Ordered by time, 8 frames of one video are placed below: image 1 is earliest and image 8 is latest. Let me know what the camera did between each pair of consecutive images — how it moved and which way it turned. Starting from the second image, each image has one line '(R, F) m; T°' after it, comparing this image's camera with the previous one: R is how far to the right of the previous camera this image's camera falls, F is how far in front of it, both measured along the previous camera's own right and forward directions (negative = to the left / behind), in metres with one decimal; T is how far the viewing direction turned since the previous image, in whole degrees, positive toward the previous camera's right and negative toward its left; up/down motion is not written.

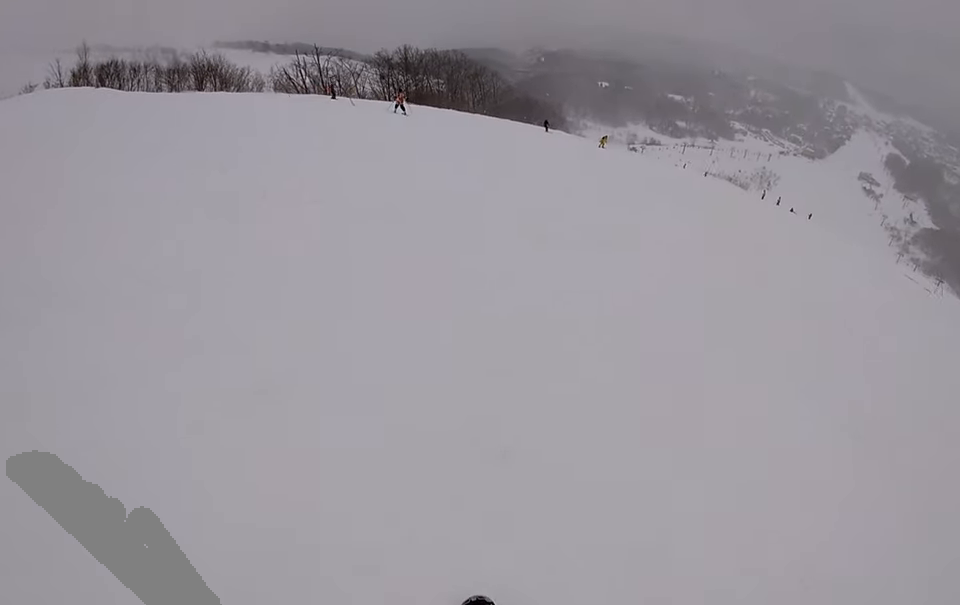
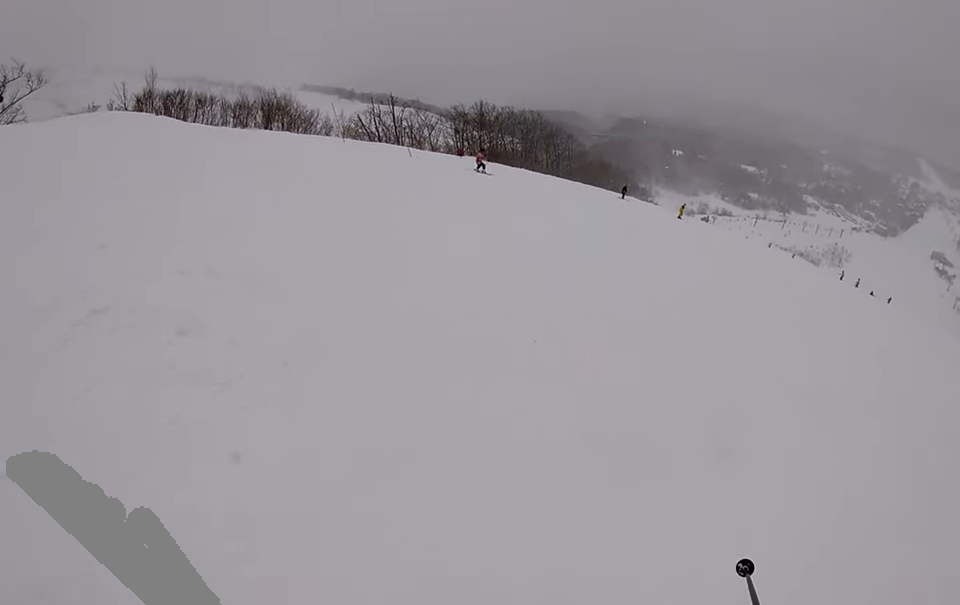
(-0.1, +2.4) m; +2°
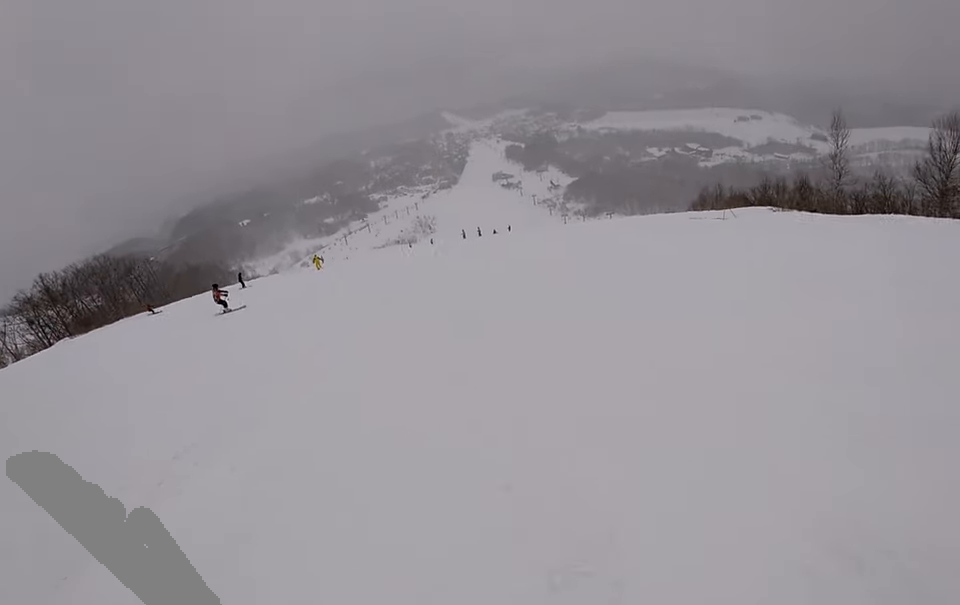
(+0.6, +5.0) m; +17°
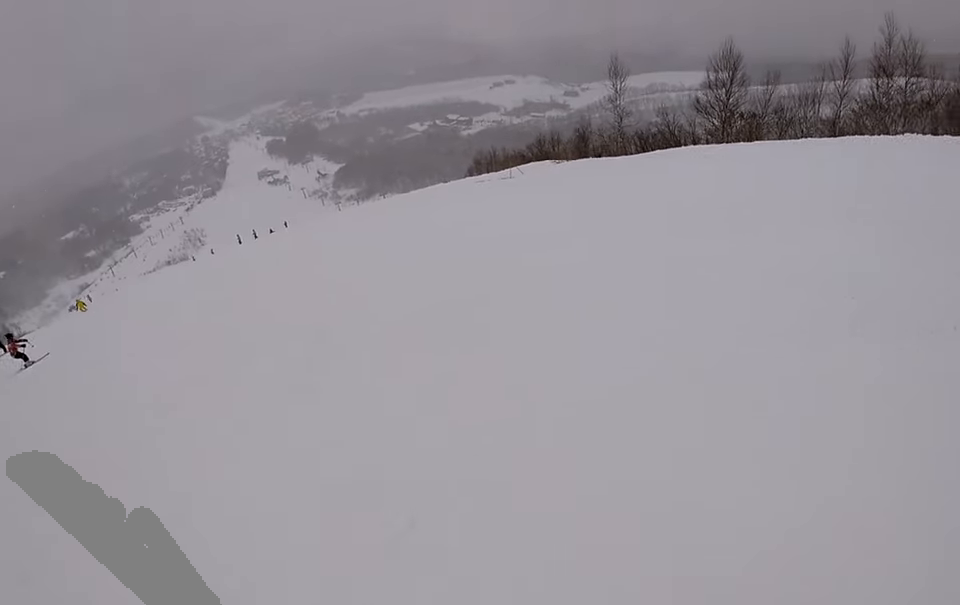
(+0.2, +1.7) m; +5°
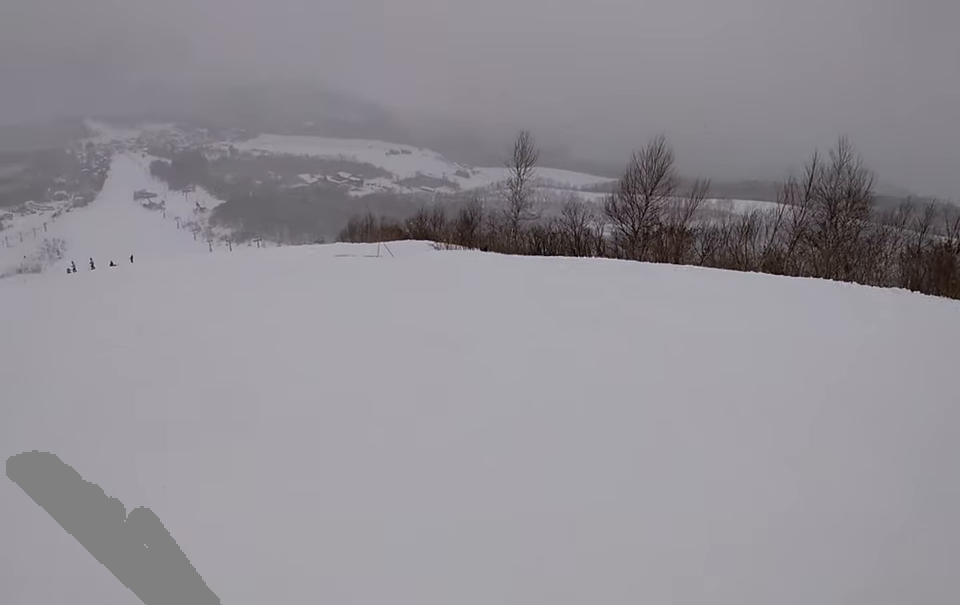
(+0.4, +5.4) m; +2°
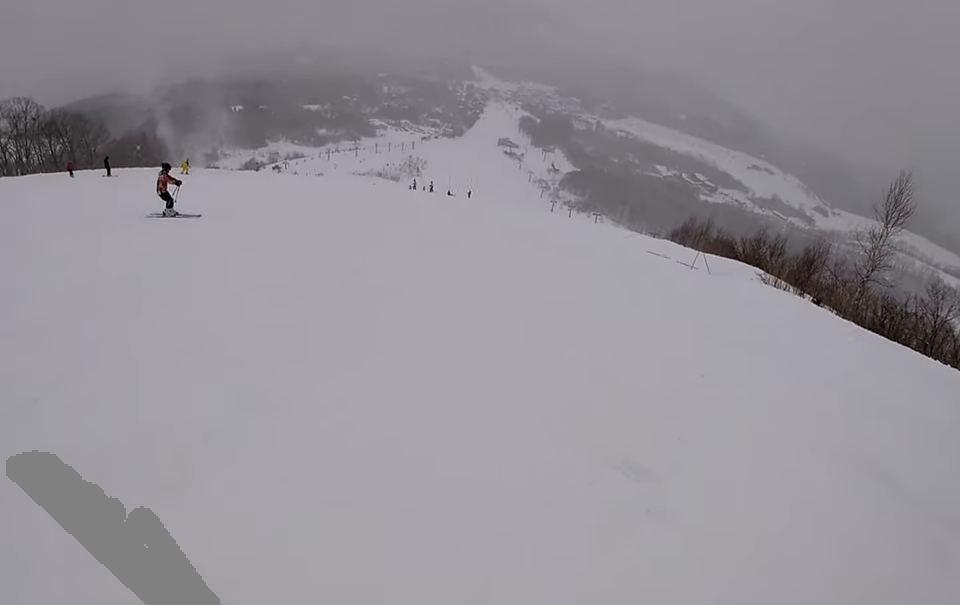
(+0.1, +2.3) m; -7°
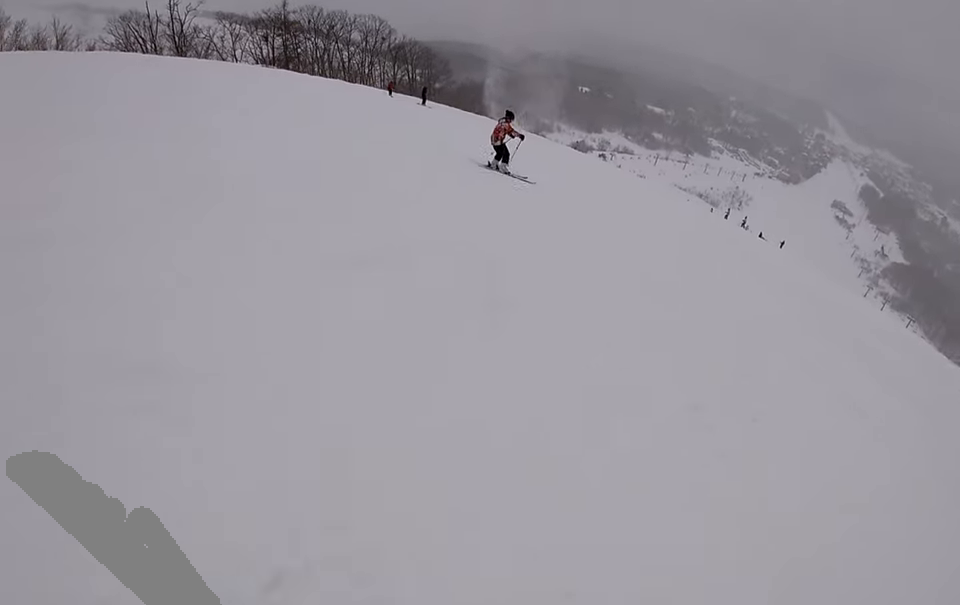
(-0.3, +2.5) m; -17°
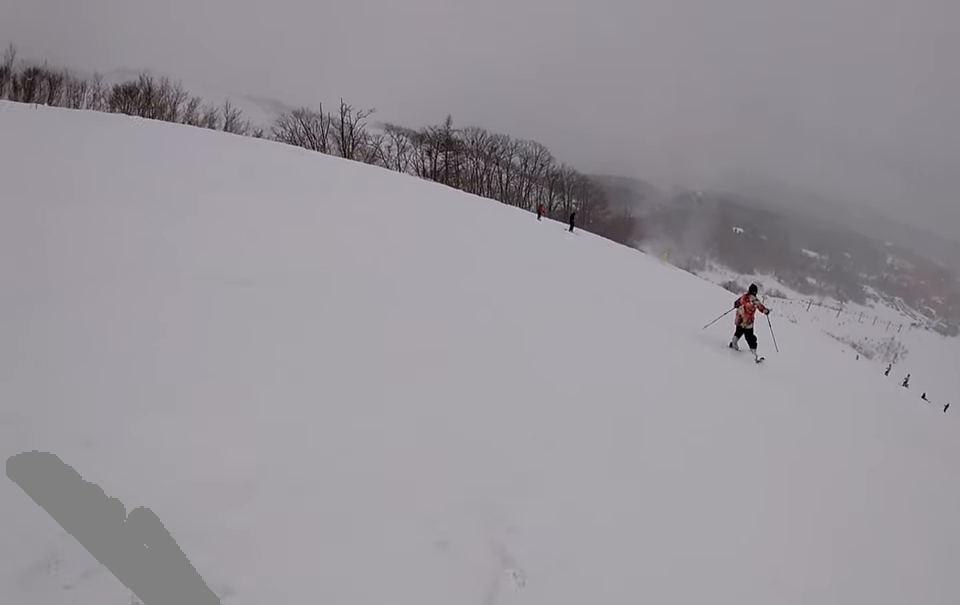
(-0.3, +1.6) m; -17°
